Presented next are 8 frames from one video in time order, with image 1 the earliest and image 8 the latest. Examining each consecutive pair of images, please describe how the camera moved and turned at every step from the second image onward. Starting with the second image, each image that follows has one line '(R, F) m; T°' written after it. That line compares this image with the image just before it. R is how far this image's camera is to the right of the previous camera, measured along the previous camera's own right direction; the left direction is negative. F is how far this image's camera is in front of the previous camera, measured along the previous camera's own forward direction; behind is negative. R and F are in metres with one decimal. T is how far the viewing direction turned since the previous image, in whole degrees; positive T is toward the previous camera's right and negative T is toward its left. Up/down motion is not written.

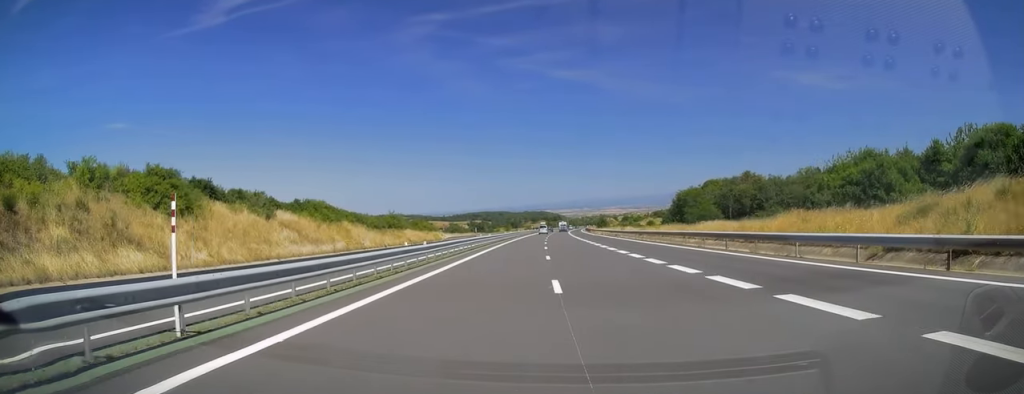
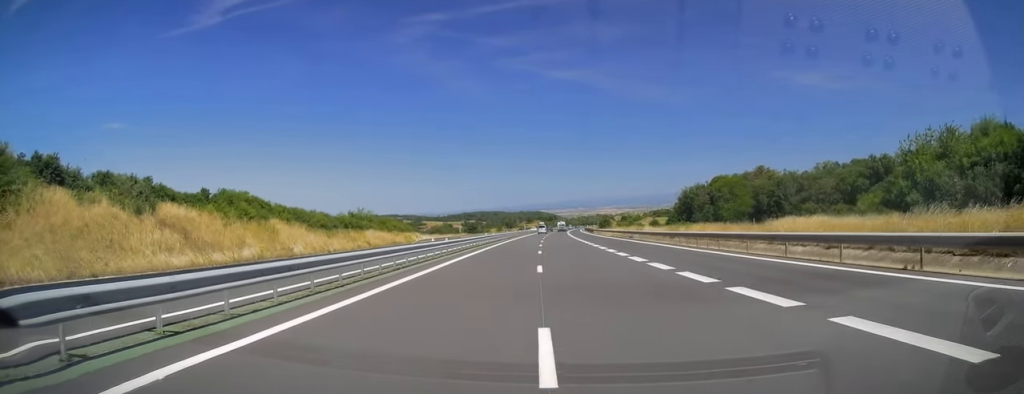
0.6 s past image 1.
(+0.1, +20.2) m; 0°
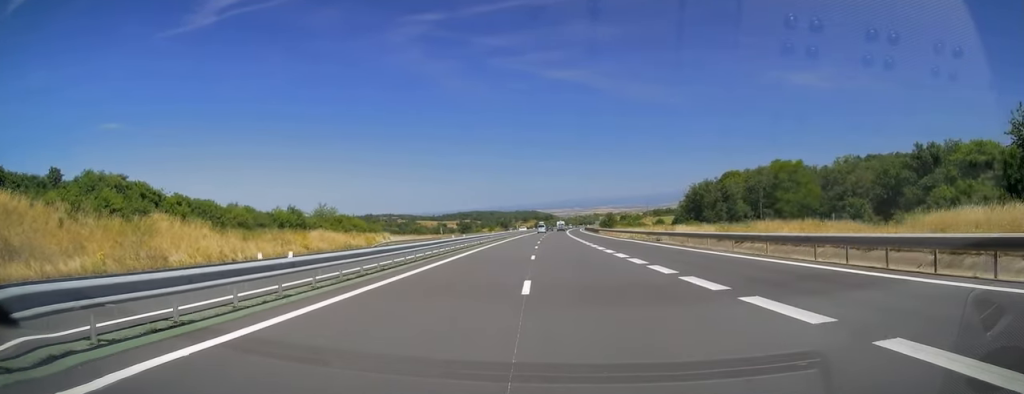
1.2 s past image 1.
(-0.3, +19.1) m; 0°
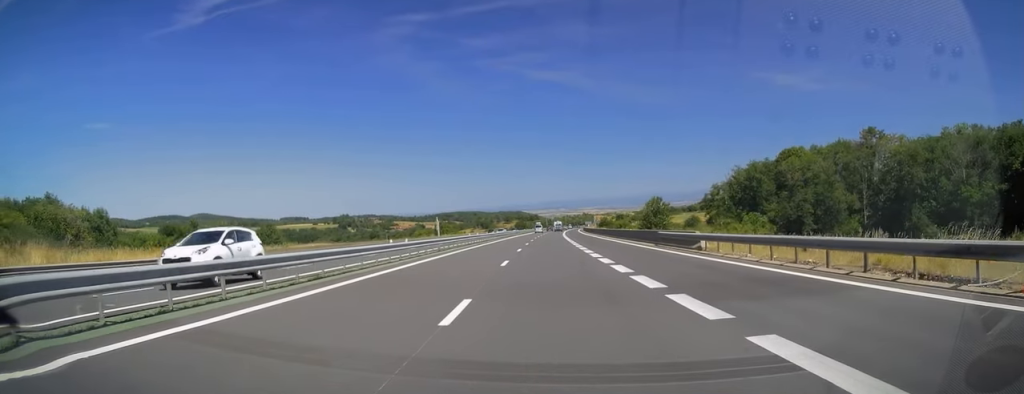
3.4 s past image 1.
(+1.7, +68.9) m; +2°
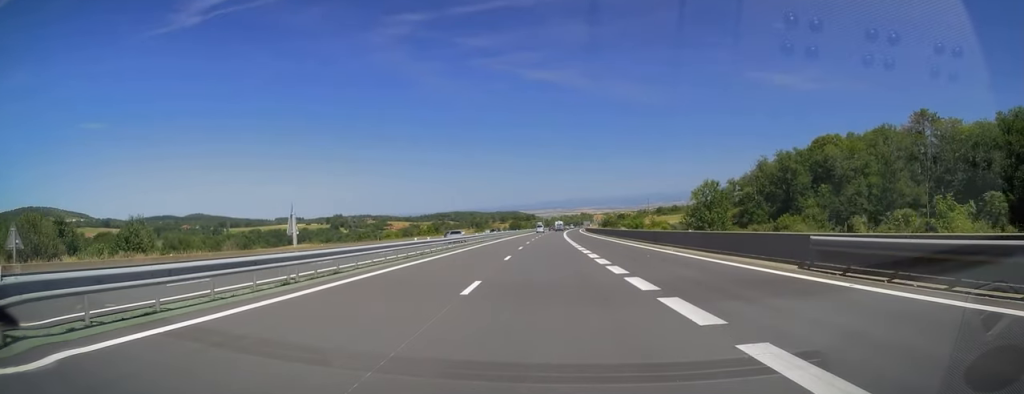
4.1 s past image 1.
(0.0, +22.2) m; 0°
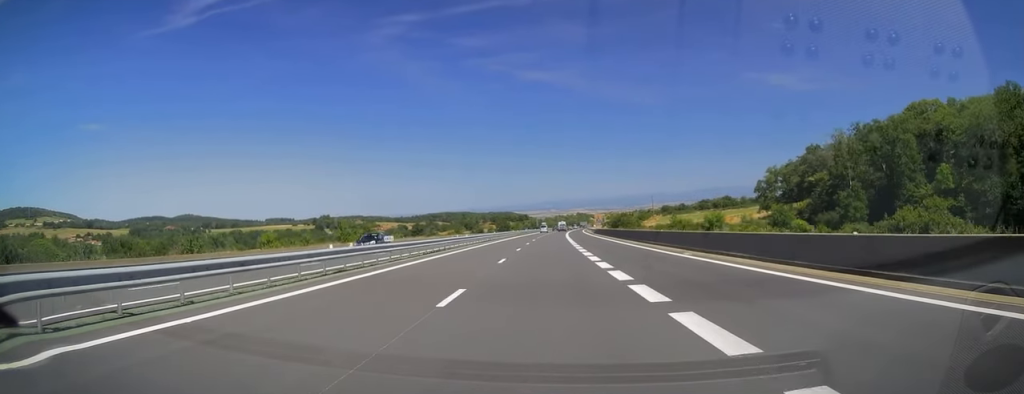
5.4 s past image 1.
(0.0, +41.1) m; +1°
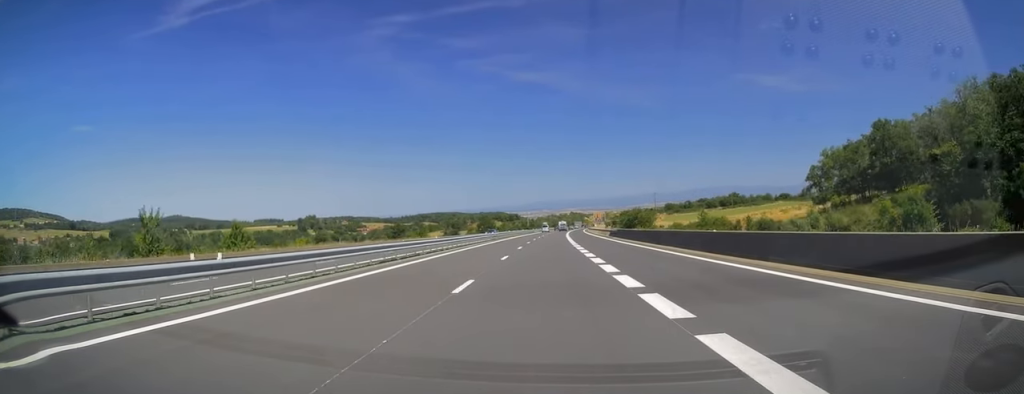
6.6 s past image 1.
(+0.5, +36.8) m; +1°
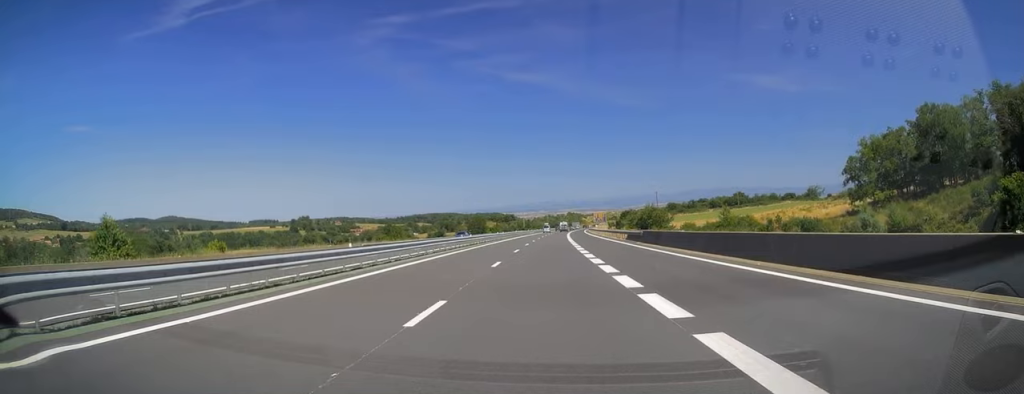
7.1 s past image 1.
(0.0, +17.3) m; 0°
